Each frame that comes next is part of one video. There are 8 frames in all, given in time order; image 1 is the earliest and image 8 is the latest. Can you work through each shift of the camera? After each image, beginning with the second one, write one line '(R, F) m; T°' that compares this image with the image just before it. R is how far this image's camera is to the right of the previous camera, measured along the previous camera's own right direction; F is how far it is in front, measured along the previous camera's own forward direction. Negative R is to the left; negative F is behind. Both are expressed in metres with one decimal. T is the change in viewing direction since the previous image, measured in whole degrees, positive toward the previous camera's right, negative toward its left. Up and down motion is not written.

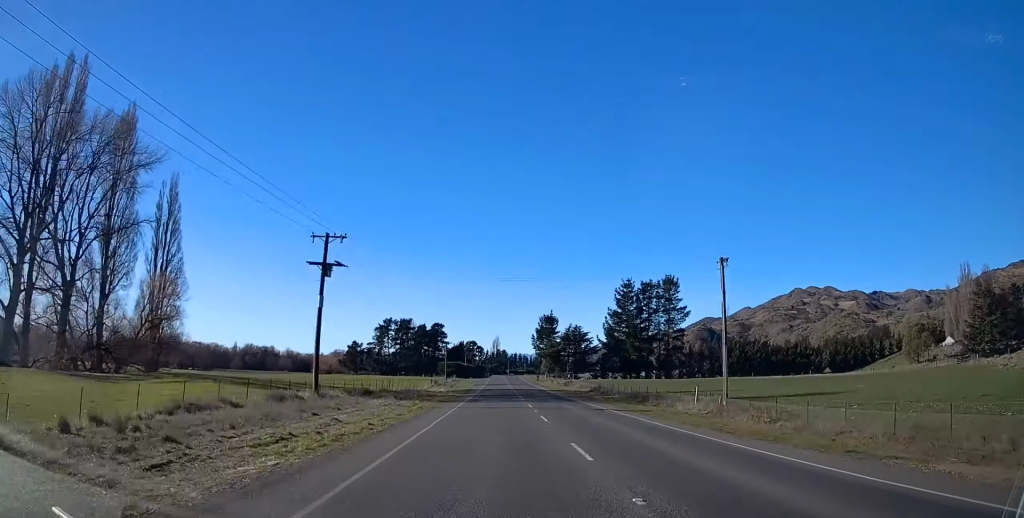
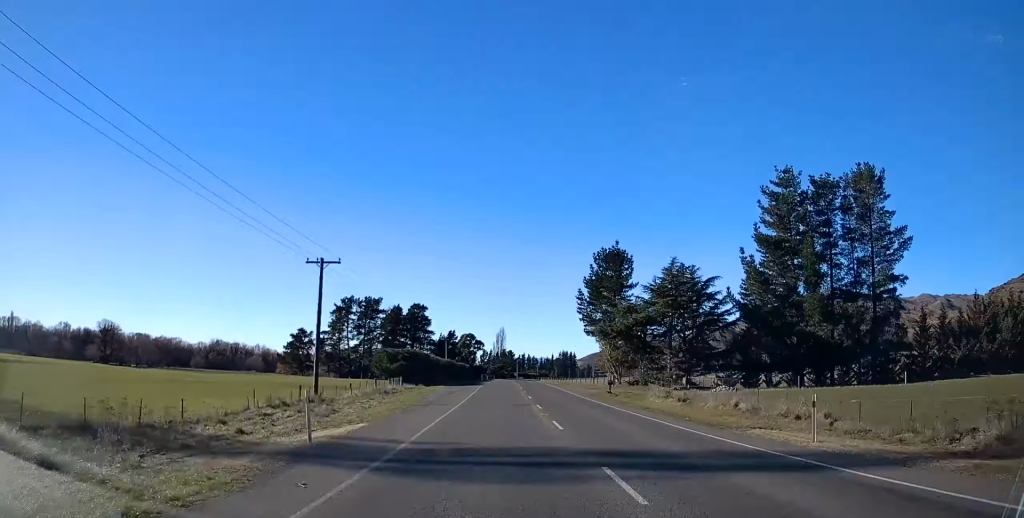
(-0.1, +84.8) m; 0°
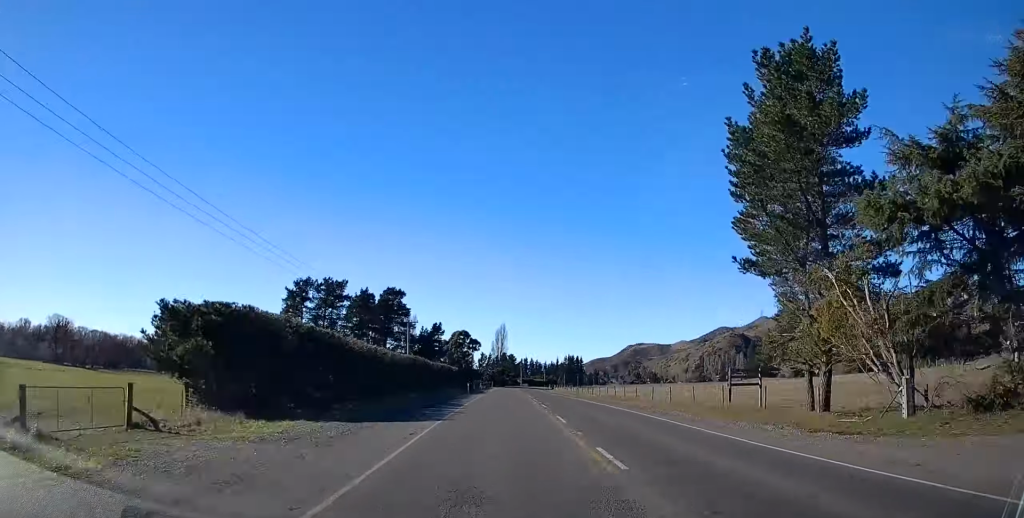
(-0.3, +48.1) m; 0°
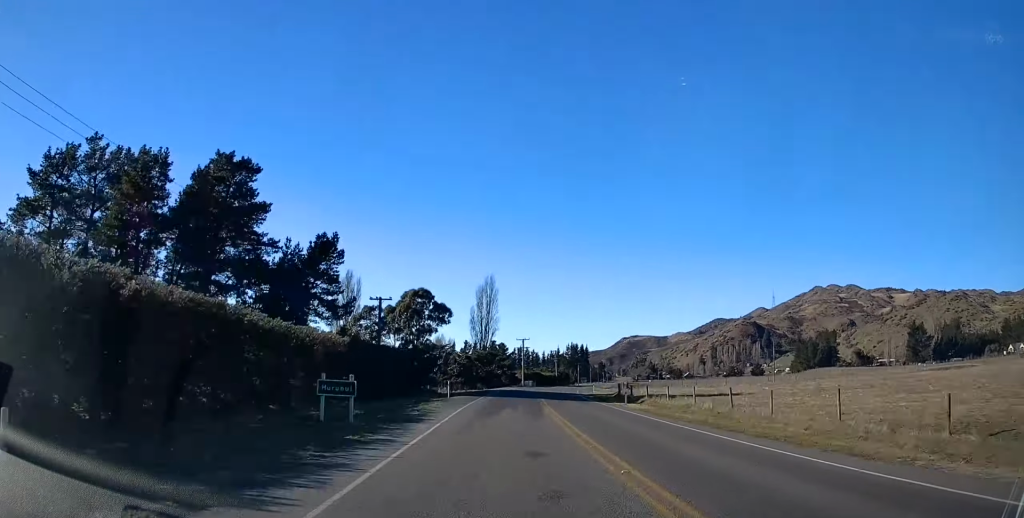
(+0.6, +92.1) m; +4°
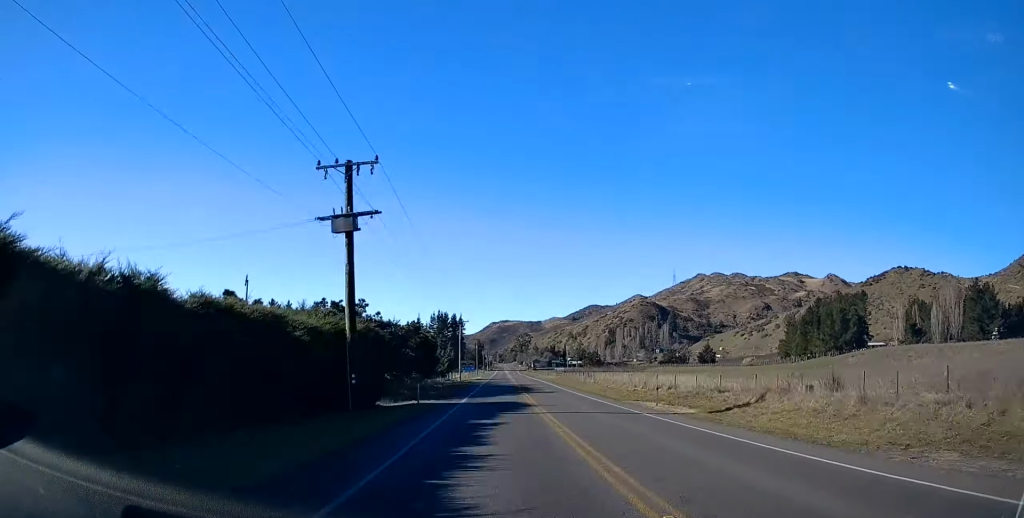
(+10.5, +139.2) m; +7°
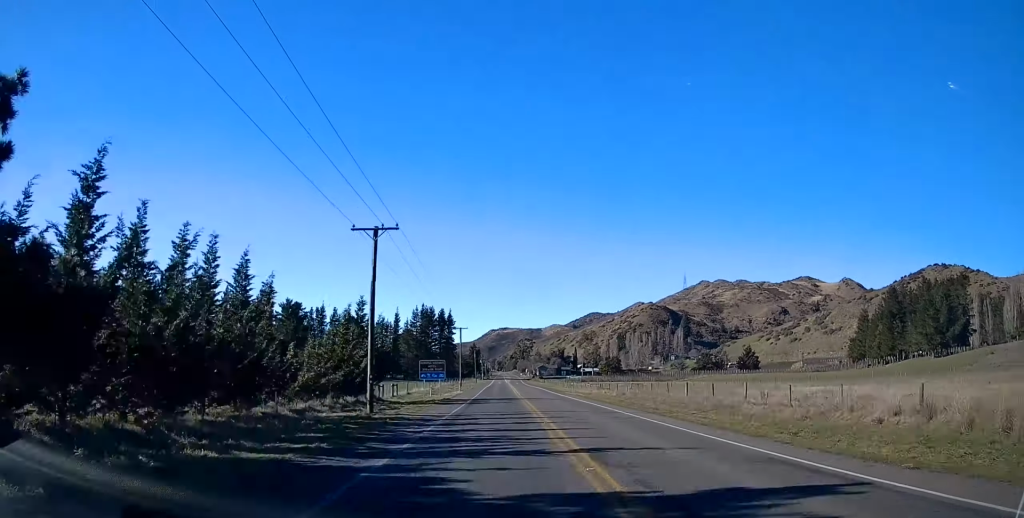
(+1.7, +55.2) m; +1°
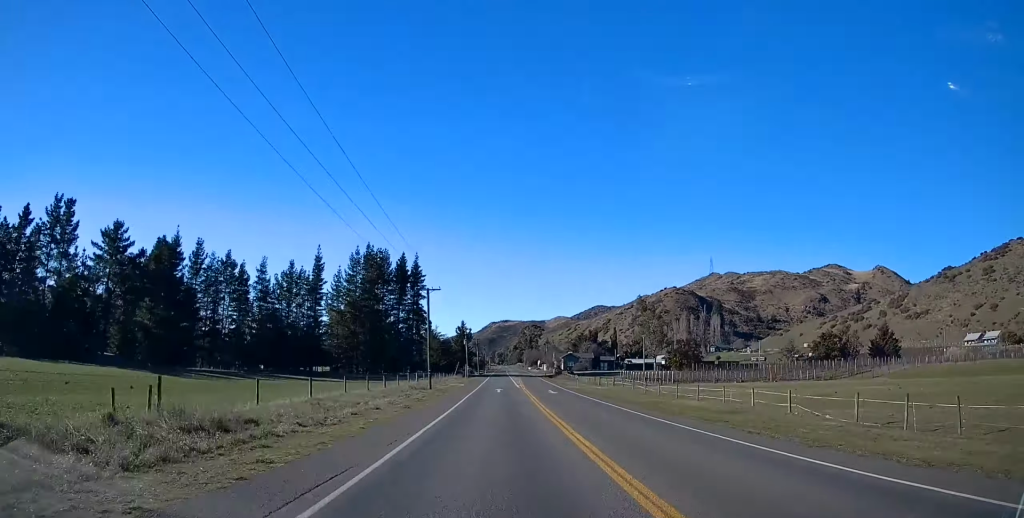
(+1.2, +99.5) m; +1°
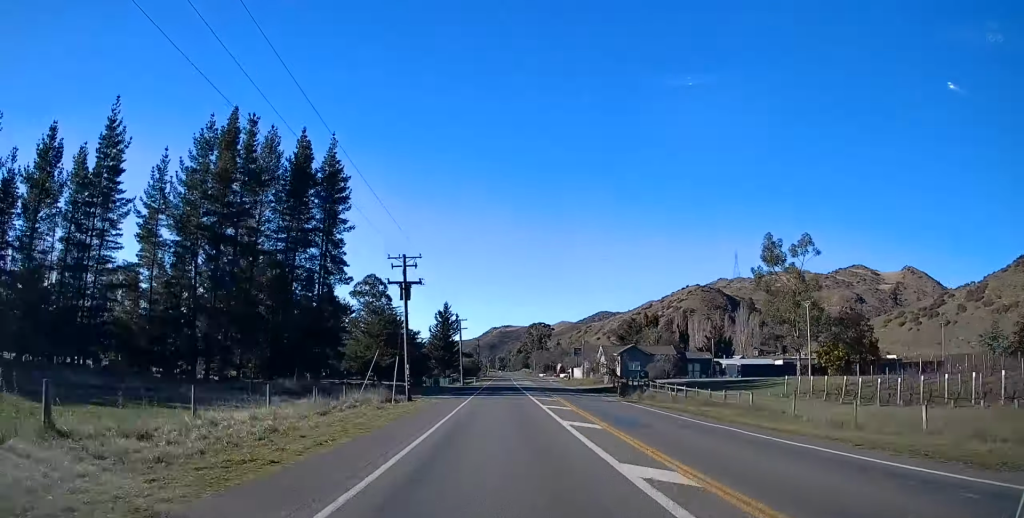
(-0.1, +73.7) m; 0°
